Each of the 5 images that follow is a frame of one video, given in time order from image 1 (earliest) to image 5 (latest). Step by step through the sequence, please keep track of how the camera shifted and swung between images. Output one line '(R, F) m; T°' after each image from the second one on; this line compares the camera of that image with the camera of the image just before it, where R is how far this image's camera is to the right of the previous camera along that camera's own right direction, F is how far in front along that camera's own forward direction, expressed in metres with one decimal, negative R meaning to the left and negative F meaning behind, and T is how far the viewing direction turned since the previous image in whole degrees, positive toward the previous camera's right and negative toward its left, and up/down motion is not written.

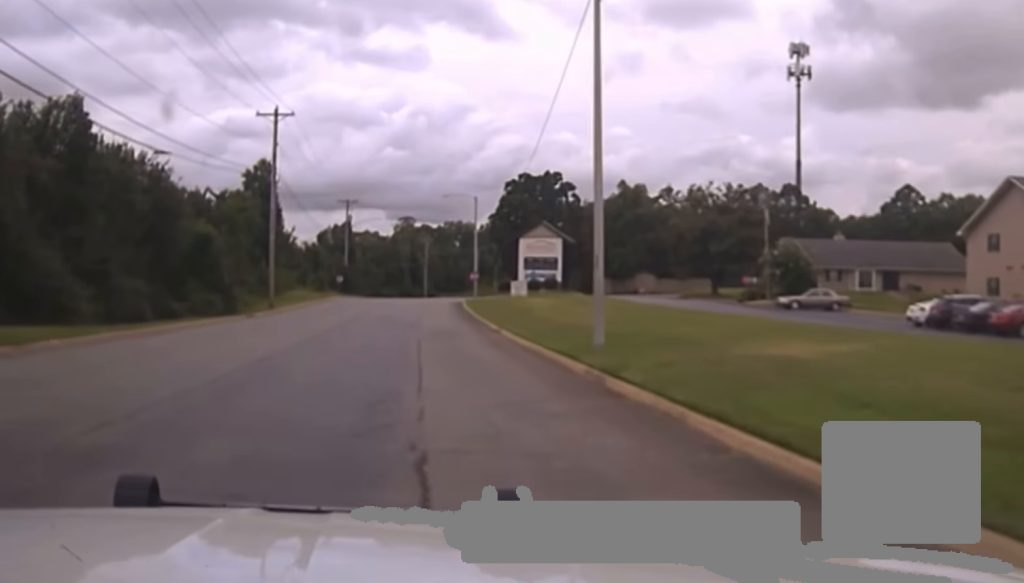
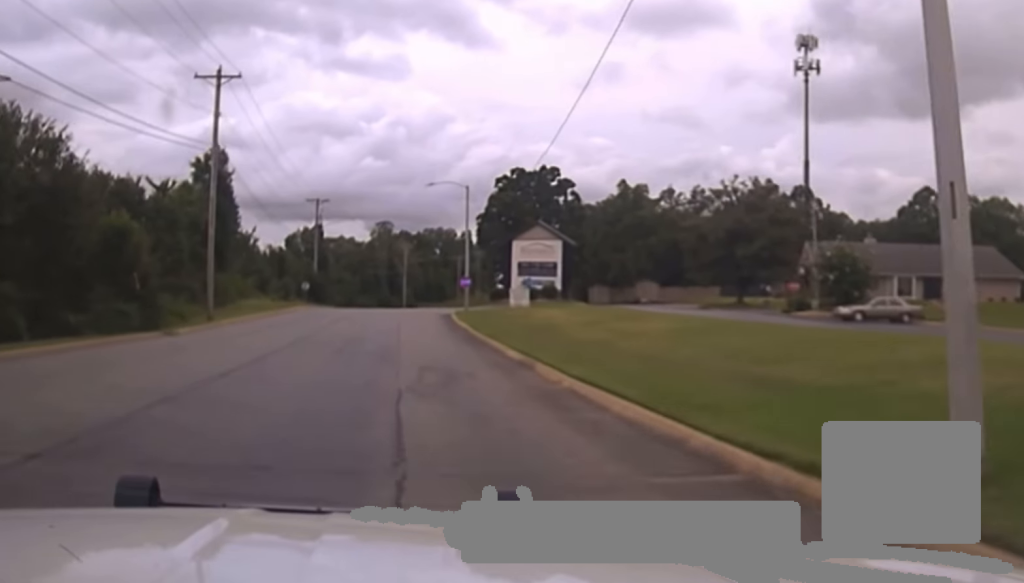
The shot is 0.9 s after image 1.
(-0.4, +14.0) m; -1°
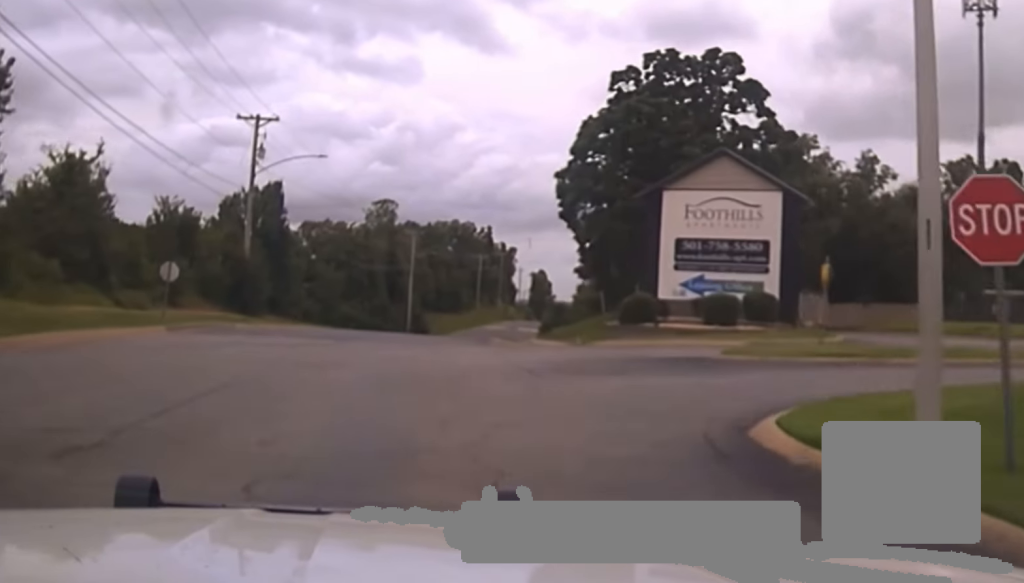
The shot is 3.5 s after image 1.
(+1.2, +49.1) m; +2°
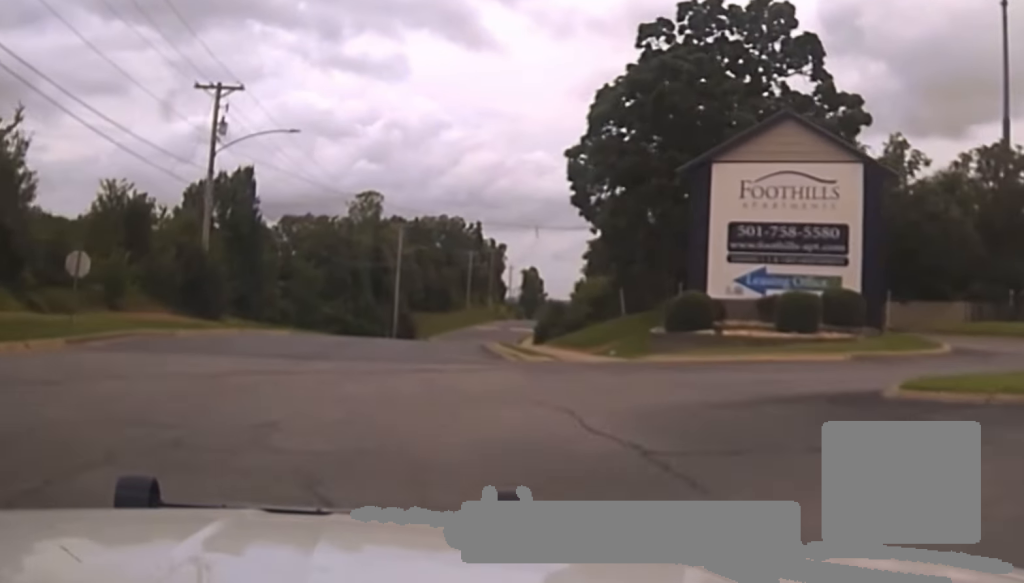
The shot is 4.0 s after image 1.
(-0.1, +9.4) m; 0°
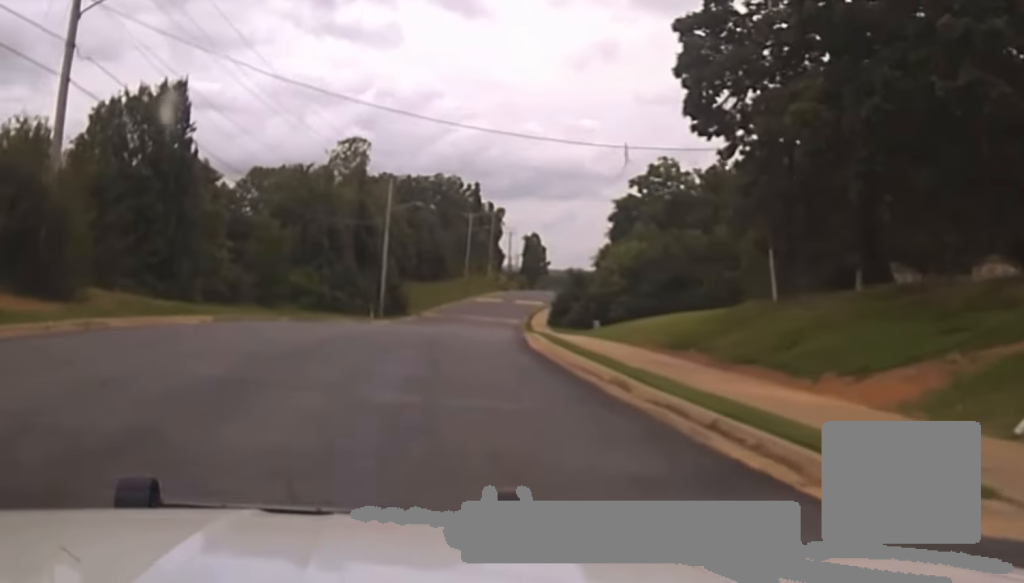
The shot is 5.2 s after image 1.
(0.0, +22.9) m; +1°
